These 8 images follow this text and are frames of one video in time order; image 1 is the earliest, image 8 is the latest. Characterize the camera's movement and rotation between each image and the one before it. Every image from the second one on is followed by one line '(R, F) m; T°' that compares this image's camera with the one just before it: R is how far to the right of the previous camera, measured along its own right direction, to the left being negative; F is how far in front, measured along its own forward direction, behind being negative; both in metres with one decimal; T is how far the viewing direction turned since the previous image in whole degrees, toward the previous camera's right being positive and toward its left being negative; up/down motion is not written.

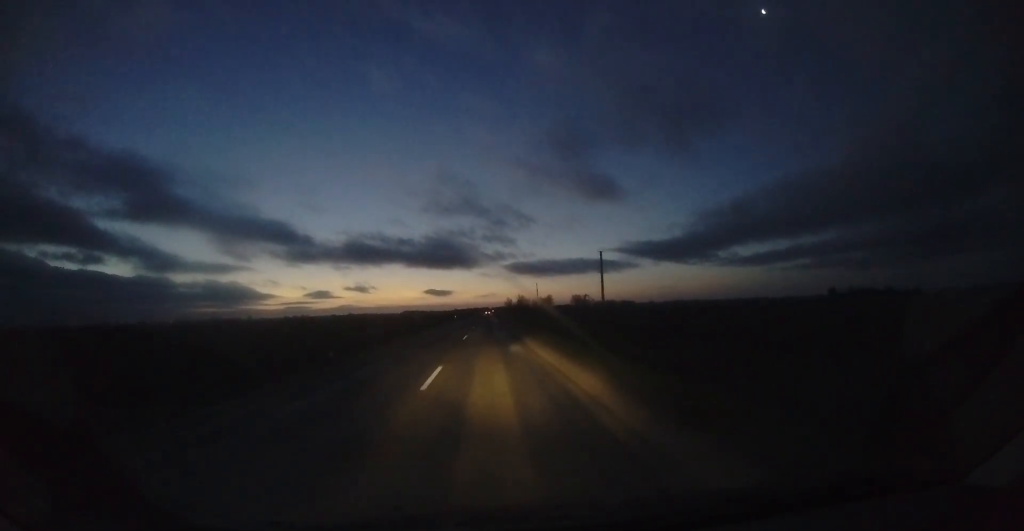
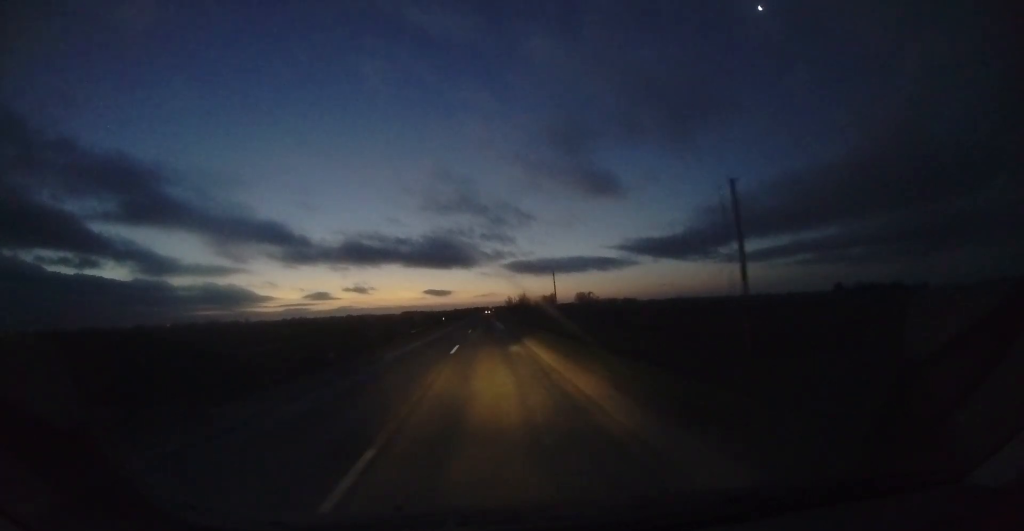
(-0.1, +18.6) m; -1°
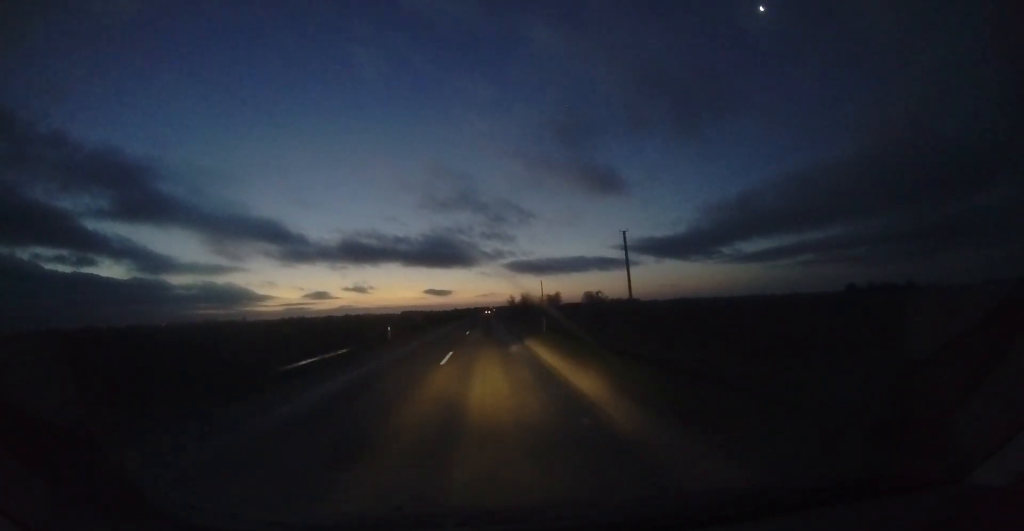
(-0.2, +26.6) m; 0°
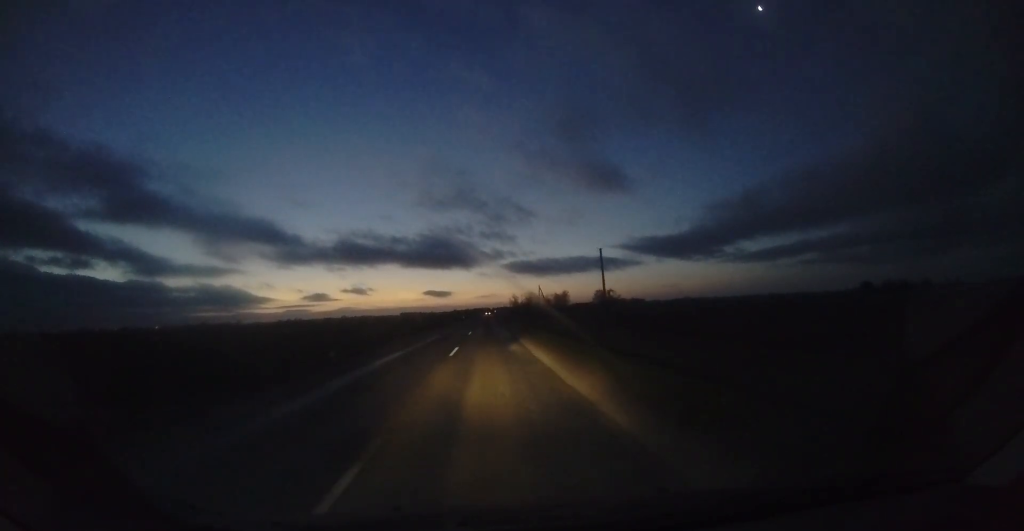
(+0.4, +33.9) m; +1°
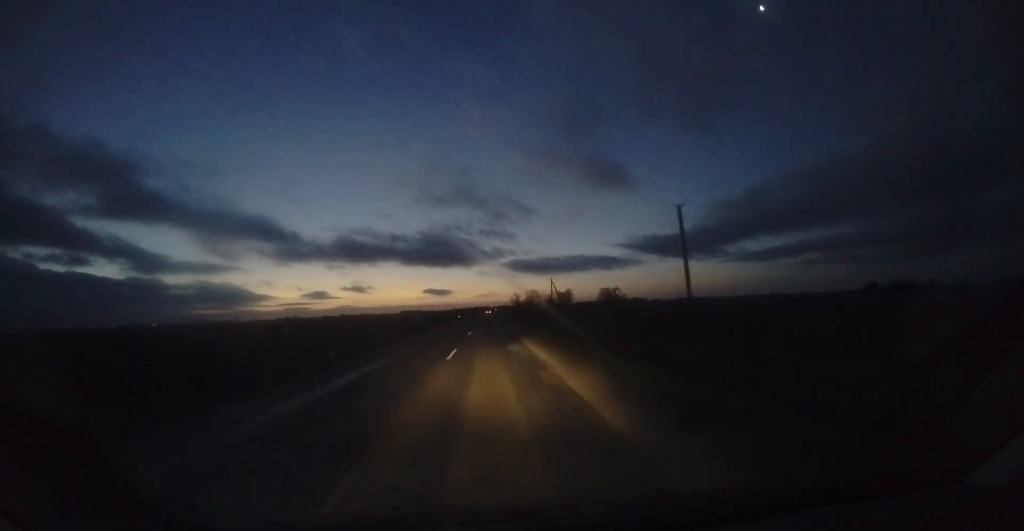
(+0.2, +13.0) m; 0°
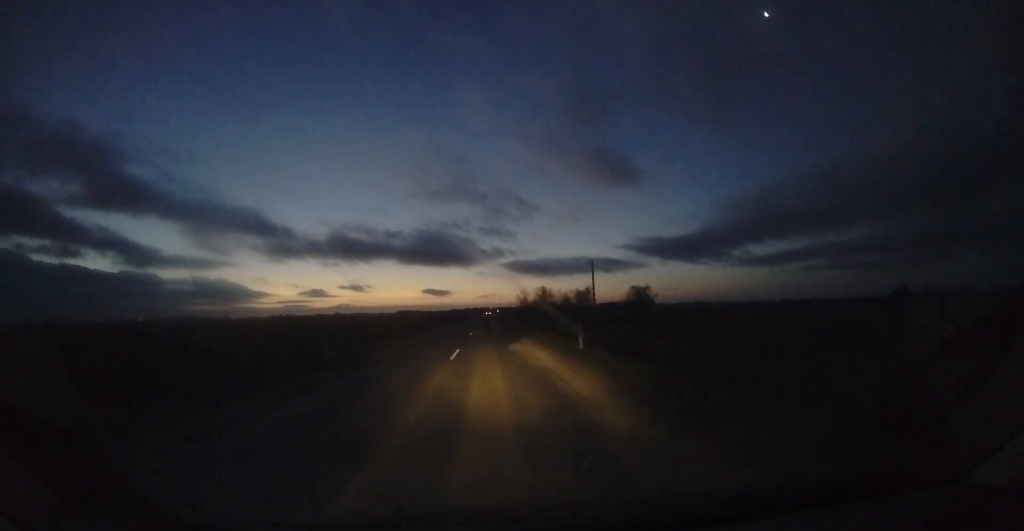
(+0.5, +60.9) m; +1°
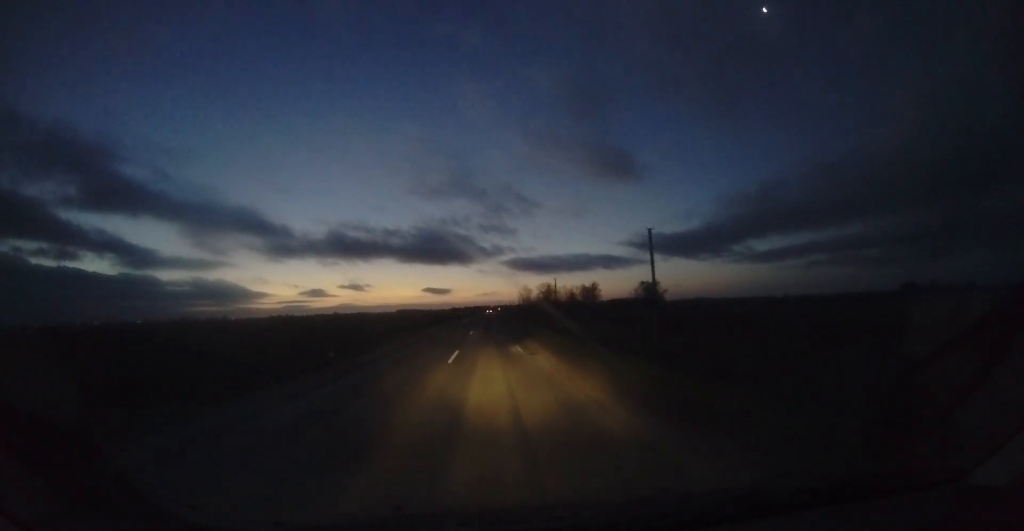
(-0.3, +13.2) m; -1°
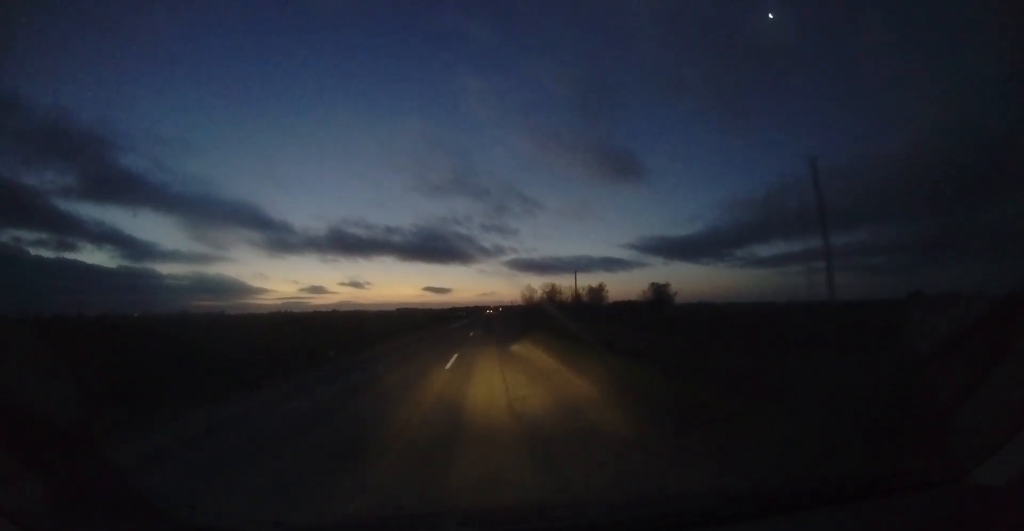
(-0.1, +12.7) m; -1°
